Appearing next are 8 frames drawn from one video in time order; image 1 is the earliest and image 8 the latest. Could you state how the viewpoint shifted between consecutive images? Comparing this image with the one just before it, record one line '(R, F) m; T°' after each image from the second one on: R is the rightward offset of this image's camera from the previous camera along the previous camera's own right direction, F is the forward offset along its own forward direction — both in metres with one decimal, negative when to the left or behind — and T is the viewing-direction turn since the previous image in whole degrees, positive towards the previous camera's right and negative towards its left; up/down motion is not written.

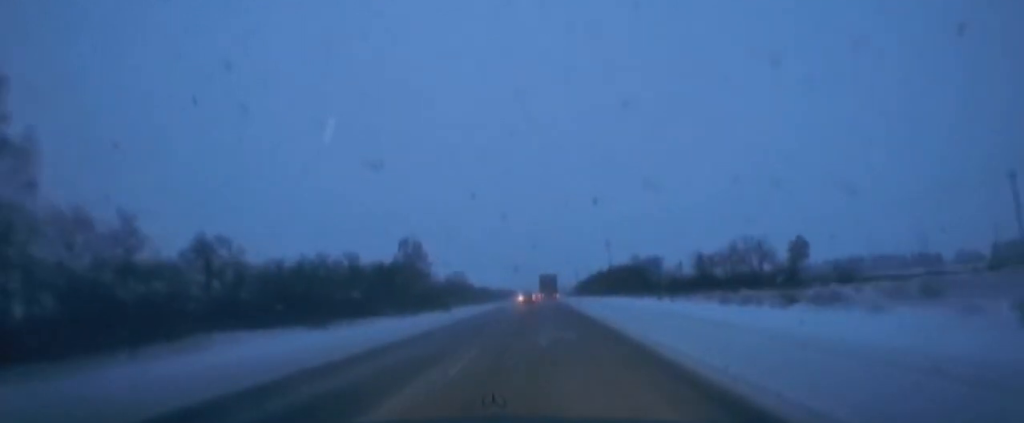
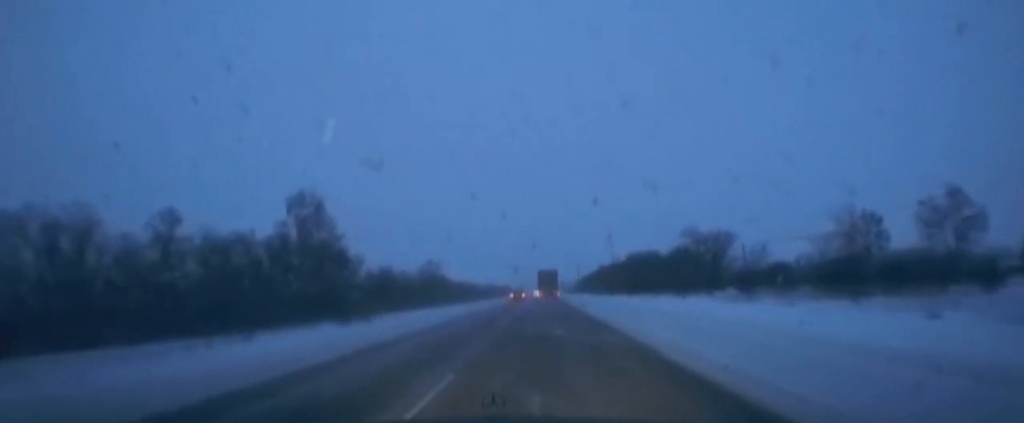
(-0.1, +49.3) m; 0°
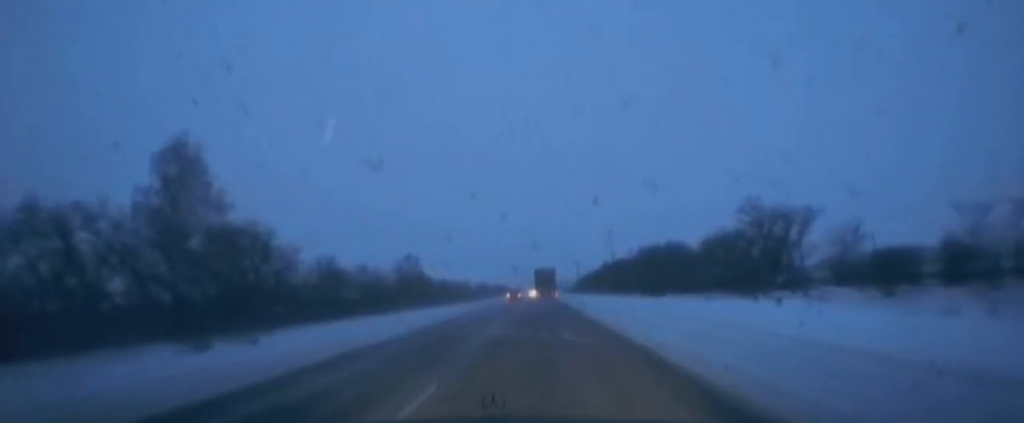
(+0.1, +23.8) m; 0°
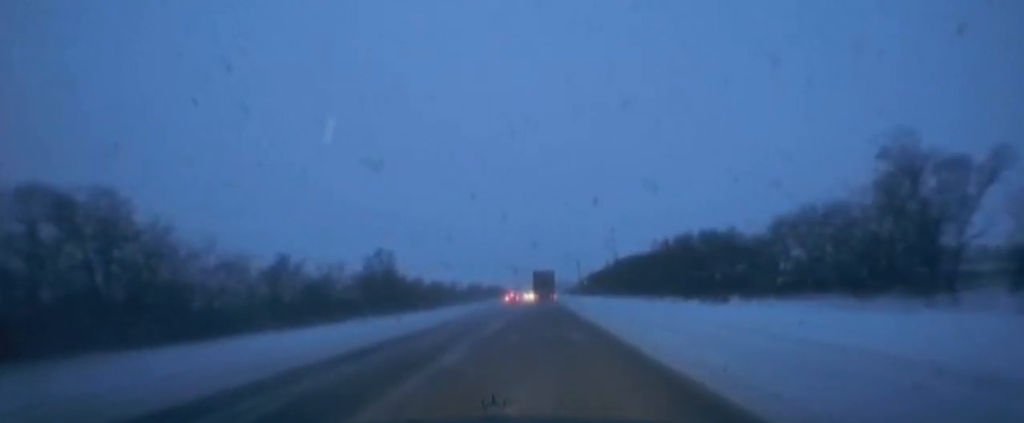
(+0.1, +25.3) m; +1°
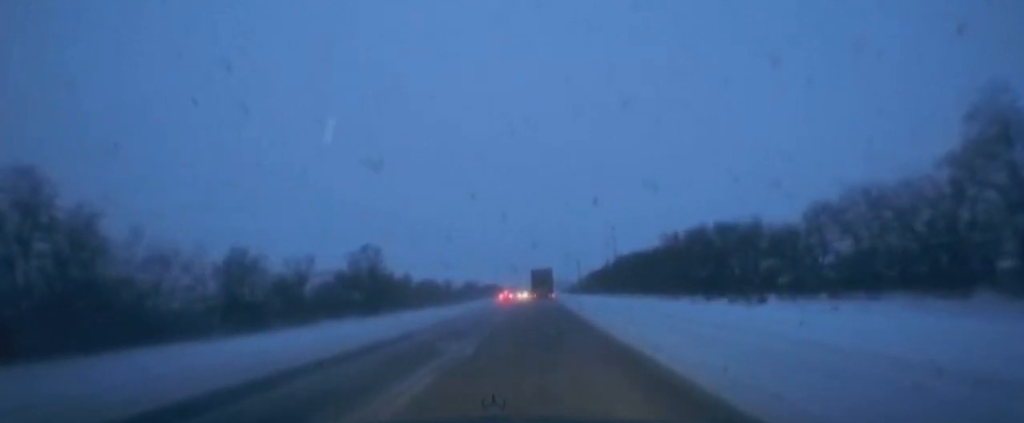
(0.0, +8.7) m; 0°
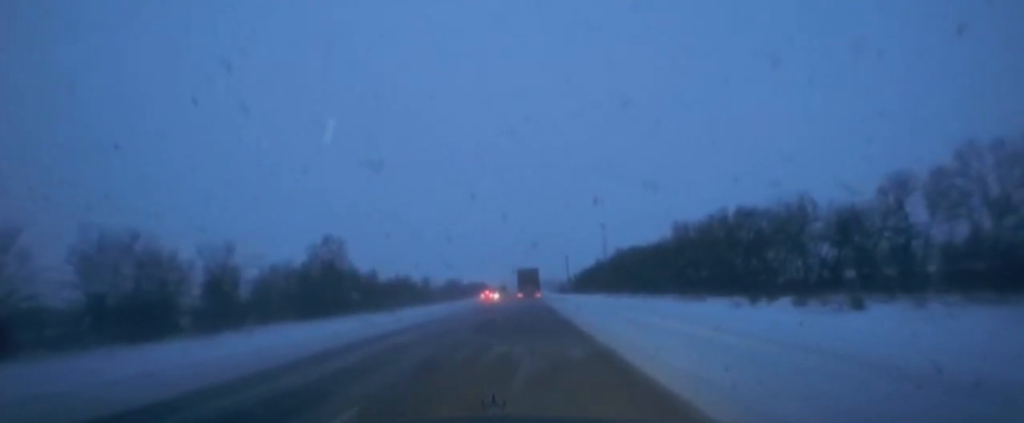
(+0.1, +14.1) m; 0°
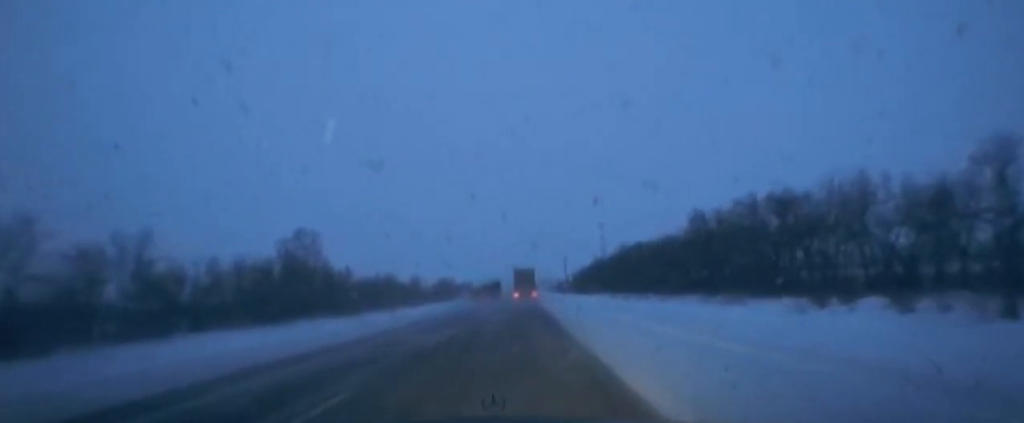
(+0.1, +11.0) m; 0°
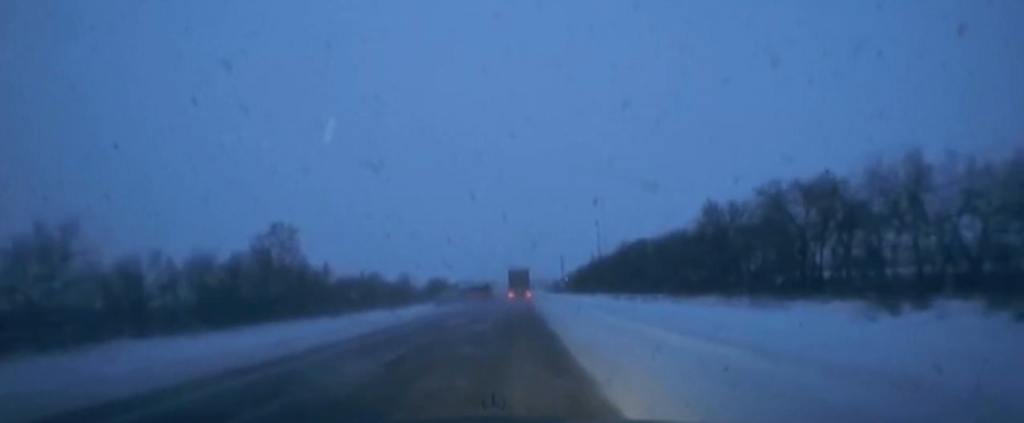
(-0.1, +6.9) m; 0°
